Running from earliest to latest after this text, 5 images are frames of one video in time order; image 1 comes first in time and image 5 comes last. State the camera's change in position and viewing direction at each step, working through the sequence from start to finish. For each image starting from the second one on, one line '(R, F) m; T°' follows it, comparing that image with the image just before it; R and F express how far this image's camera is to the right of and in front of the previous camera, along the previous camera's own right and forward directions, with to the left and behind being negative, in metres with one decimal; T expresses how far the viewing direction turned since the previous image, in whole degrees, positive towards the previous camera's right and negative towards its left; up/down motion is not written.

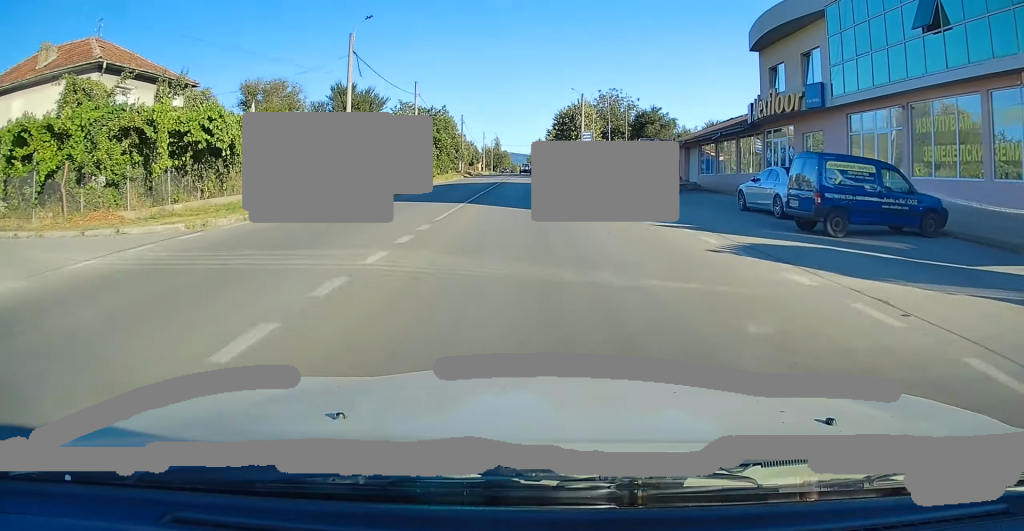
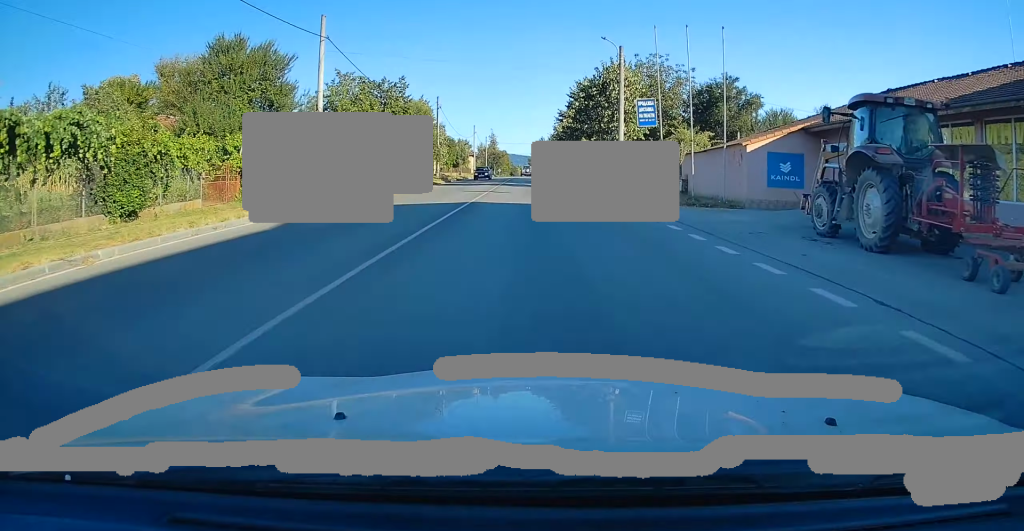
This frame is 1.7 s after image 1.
(0.0, +24.4) m; +1°
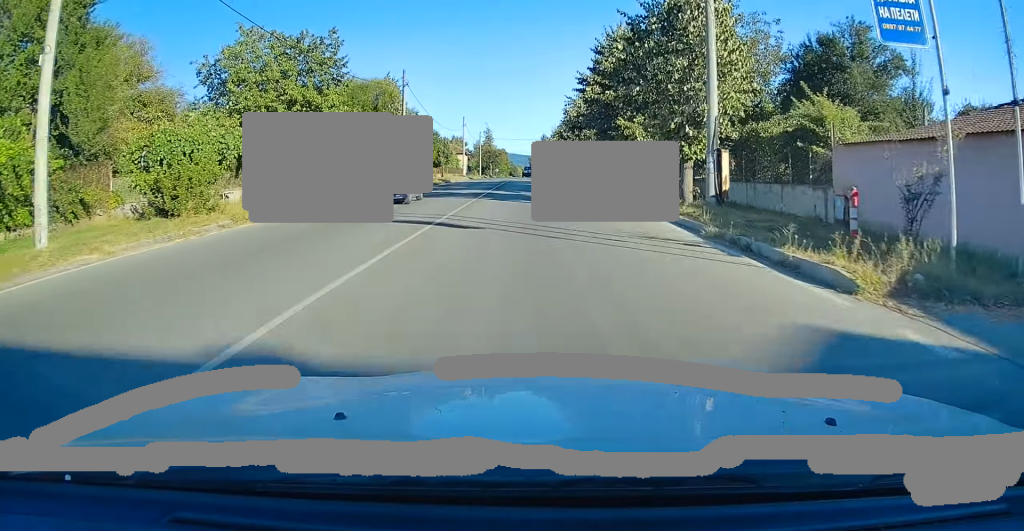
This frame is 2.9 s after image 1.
(+0.2, +17.5) m; +1°
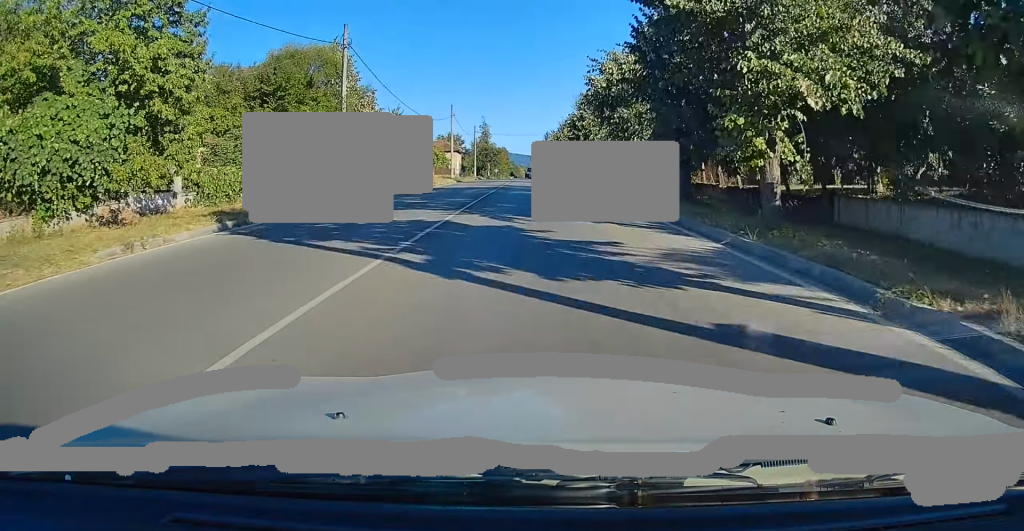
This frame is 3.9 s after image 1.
(-0.1, +15.6) m; -1°
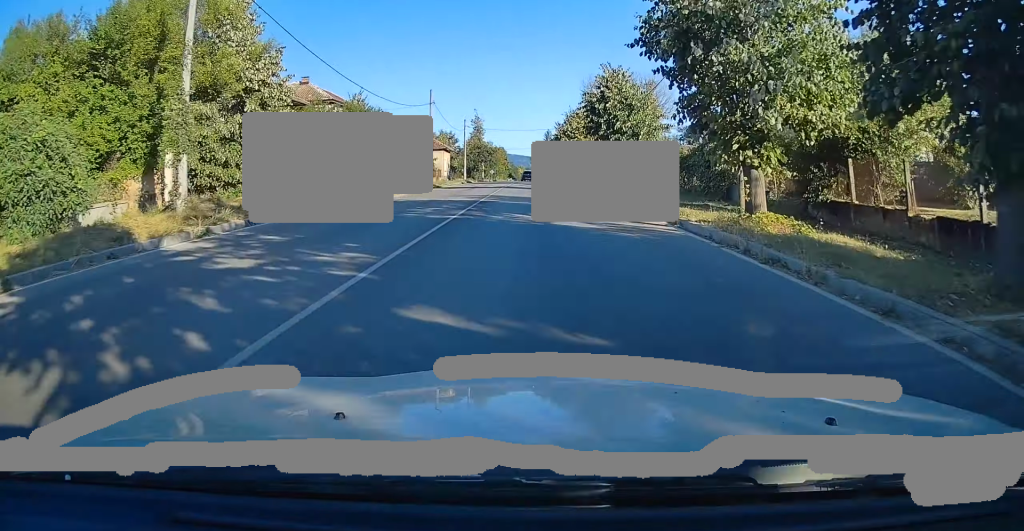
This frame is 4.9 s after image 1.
(-0.2, +14.7) m; 0°
